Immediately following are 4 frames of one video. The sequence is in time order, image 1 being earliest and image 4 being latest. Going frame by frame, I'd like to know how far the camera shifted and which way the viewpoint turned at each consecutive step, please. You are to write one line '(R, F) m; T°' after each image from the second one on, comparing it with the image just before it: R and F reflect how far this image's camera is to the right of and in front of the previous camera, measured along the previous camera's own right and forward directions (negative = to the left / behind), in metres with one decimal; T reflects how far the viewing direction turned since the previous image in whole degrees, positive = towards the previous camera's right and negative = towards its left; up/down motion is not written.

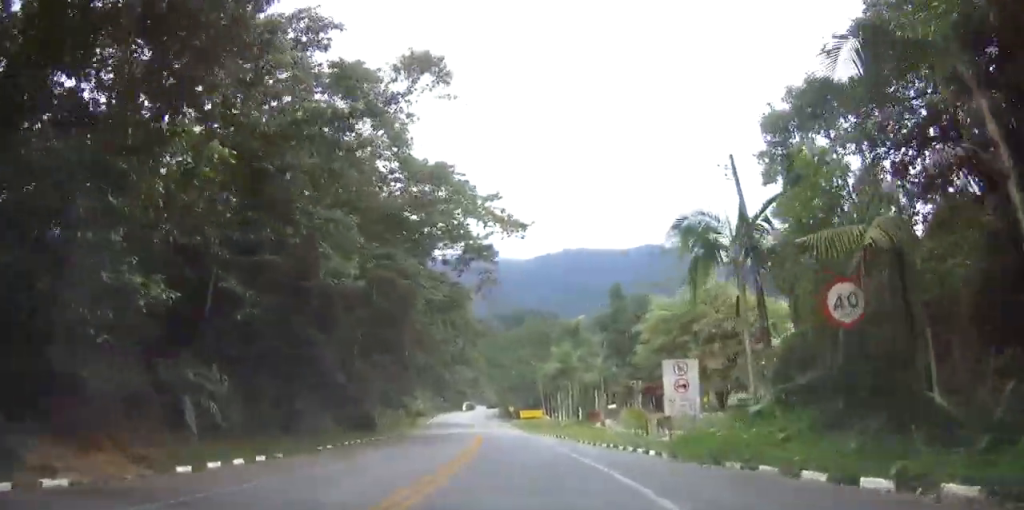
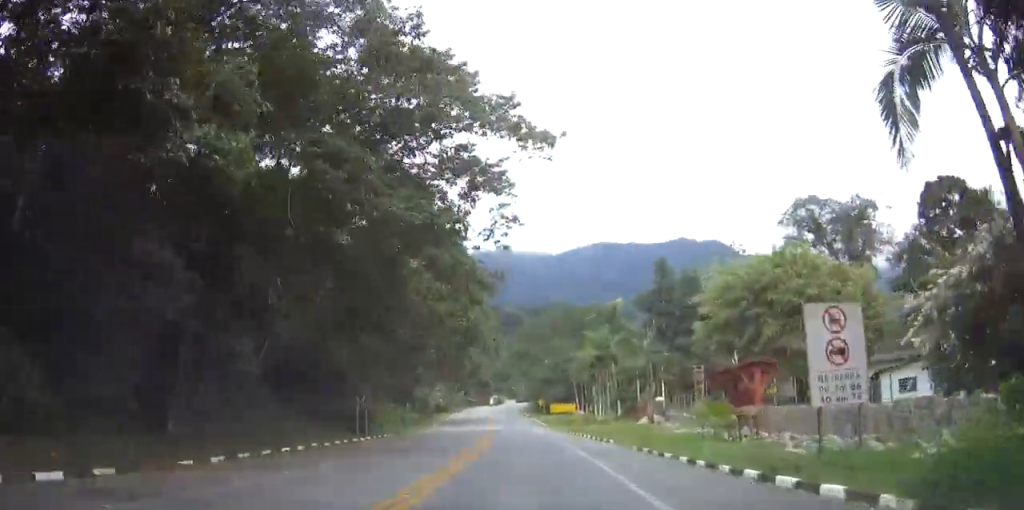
(-0.2, +13.1) m; -3°
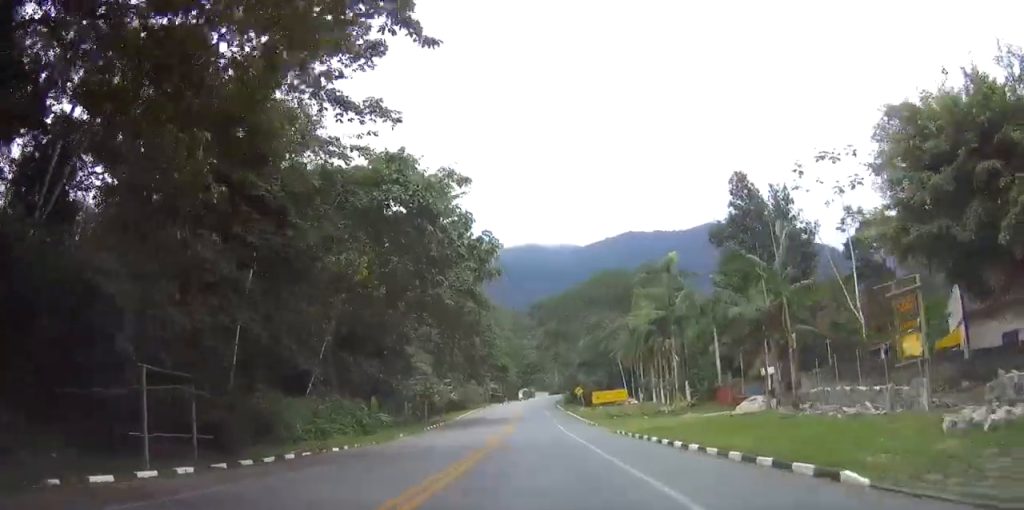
(-1.4, +25.1) m; -5°
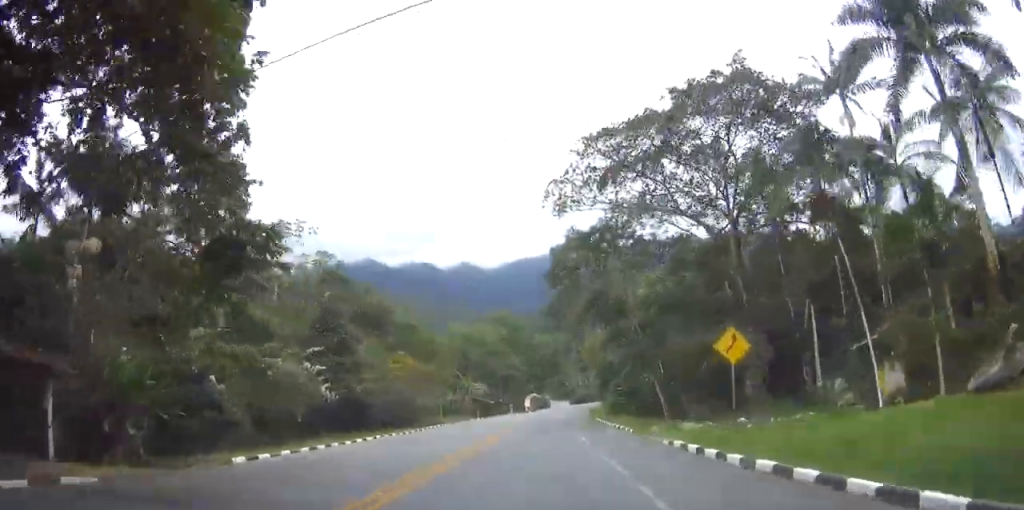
(-0.8, +62.4) m; -1°
